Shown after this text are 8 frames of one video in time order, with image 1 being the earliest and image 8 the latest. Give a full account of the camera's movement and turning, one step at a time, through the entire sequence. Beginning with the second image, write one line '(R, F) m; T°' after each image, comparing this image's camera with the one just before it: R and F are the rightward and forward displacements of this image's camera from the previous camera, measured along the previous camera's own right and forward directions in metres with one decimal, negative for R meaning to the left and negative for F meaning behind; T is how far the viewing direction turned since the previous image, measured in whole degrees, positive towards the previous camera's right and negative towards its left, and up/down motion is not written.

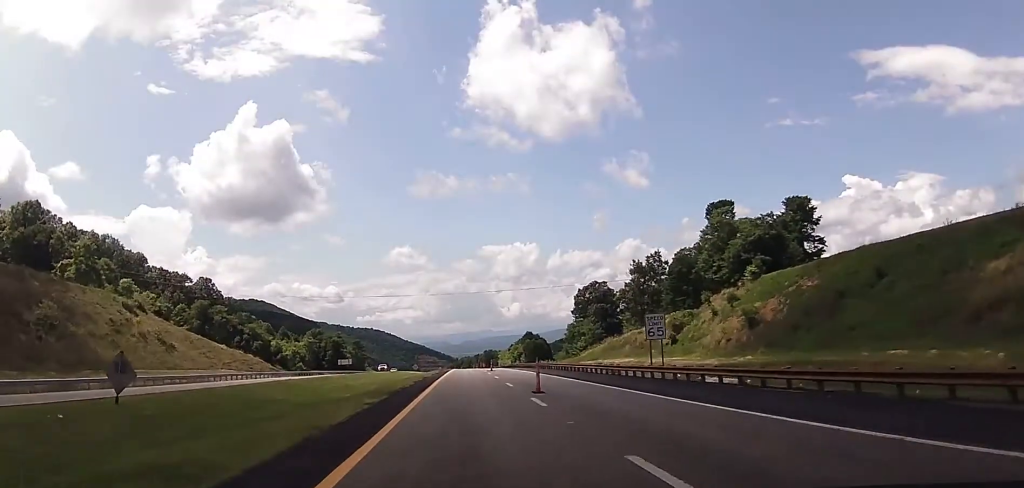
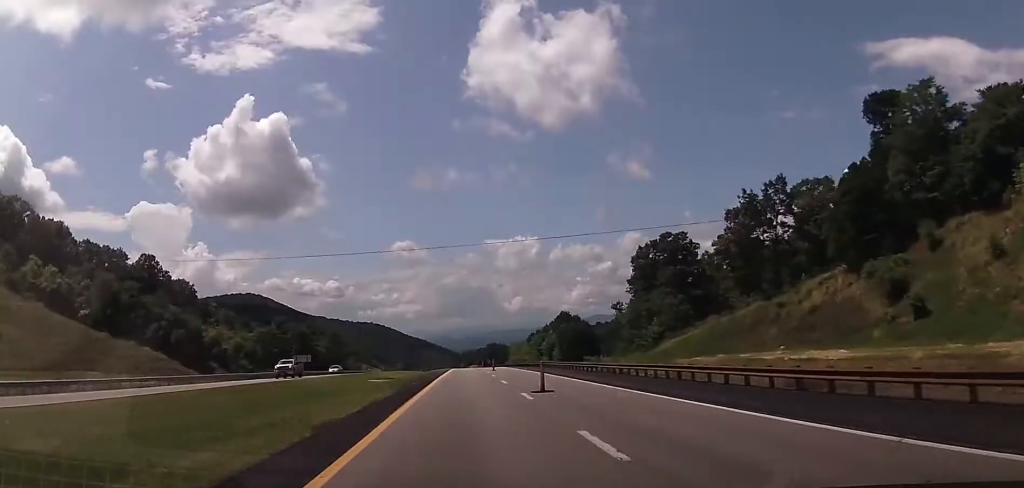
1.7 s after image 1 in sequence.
(+0.4, +46.1) m; 0°
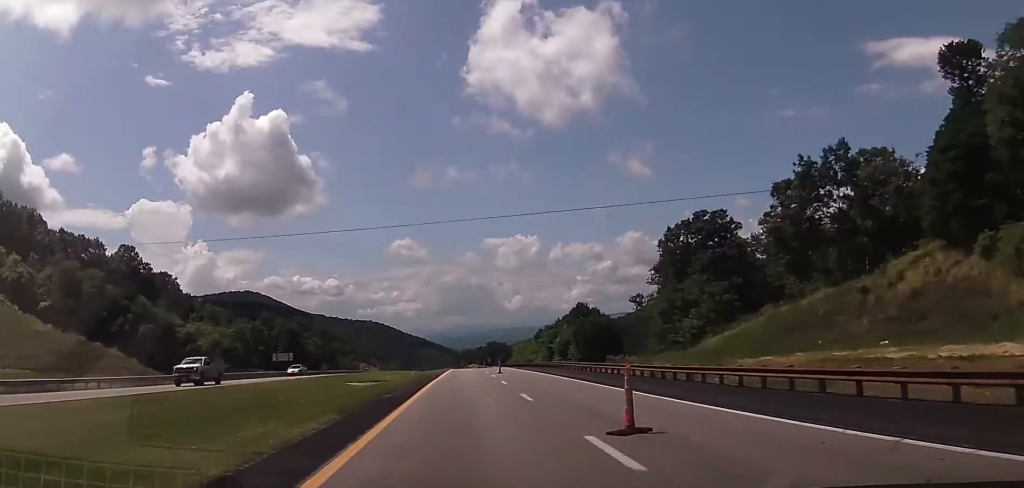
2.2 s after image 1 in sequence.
(0.0, +12.8) m; 0°
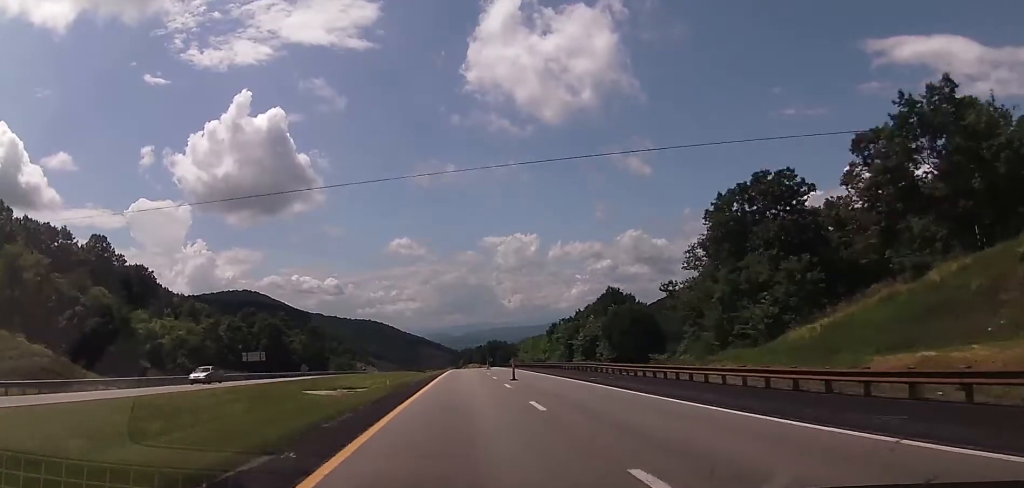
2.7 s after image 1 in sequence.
(+0.1, +15.6) m; -1°
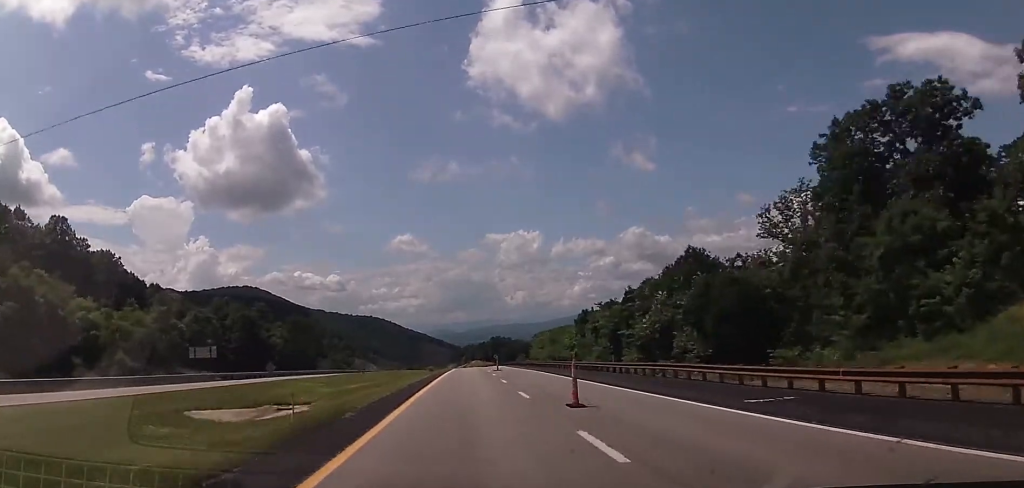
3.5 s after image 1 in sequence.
(-0.2, +20.3) m; 0°
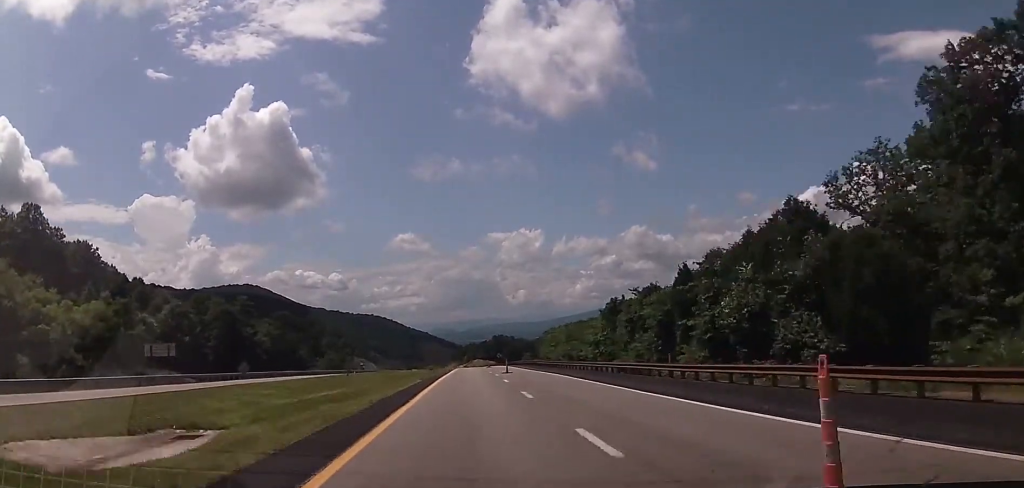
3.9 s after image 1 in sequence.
(-0.2, +12.0) m; 0°
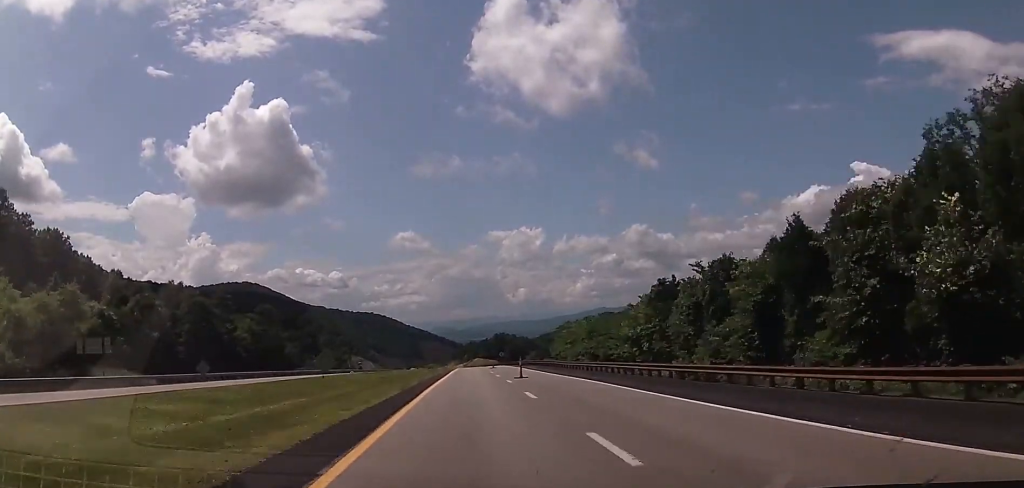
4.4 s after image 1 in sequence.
(+0.2, +13.0) m; 0°
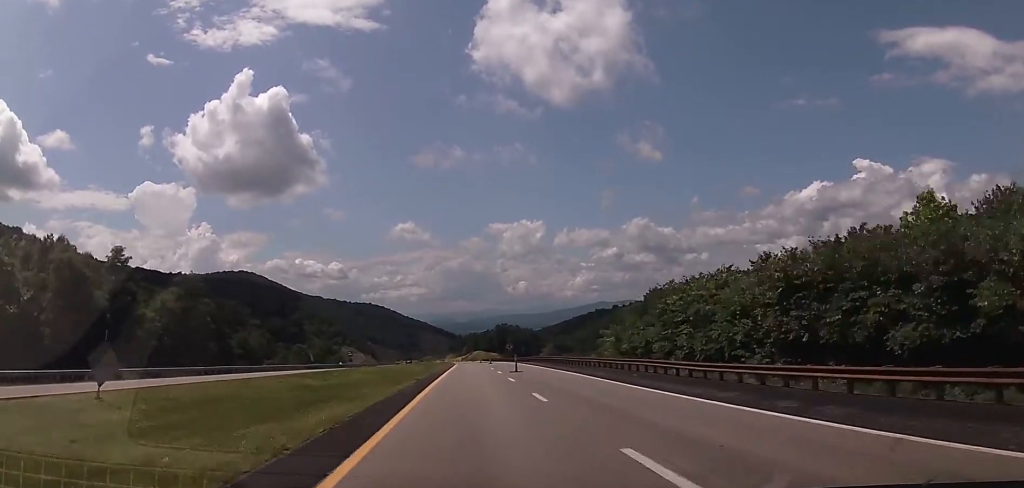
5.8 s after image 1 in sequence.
(+0.4, +38.8) m; -1°
